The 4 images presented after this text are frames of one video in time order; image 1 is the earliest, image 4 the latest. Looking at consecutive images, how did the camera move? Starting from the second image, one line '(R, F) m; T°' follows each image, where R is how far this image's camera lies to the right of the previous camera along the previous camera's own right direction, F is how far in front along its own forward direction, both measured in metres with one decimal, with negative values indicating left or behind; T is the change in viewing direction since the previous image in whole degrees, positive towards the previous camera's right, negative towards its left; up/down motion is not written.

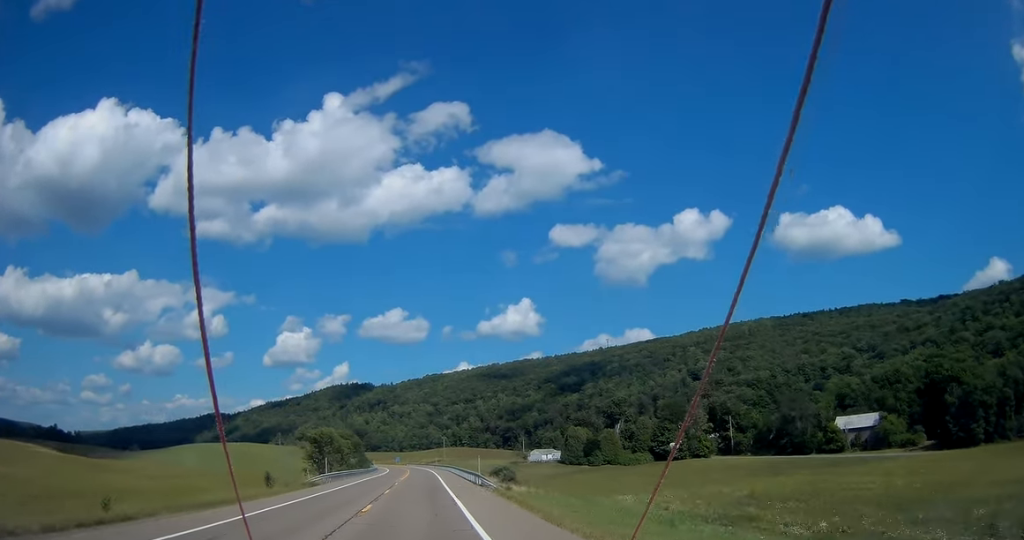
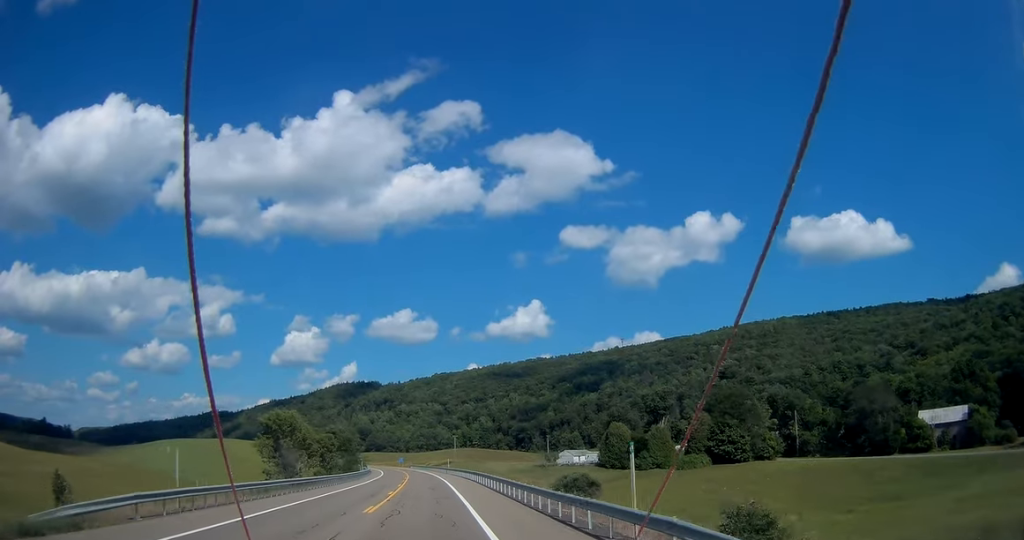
(+0.3, +36.4) m; 0°
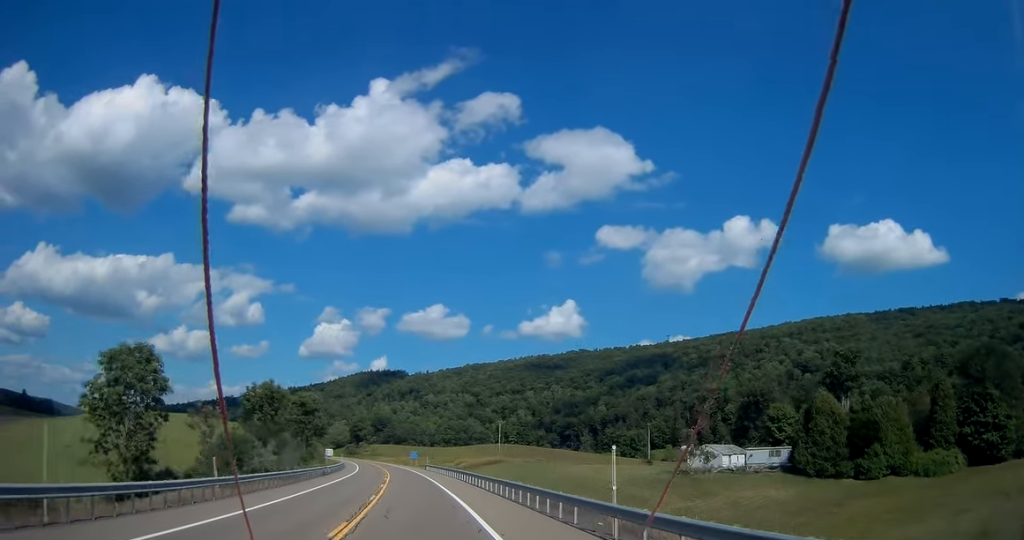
(-2.3, +81.7) m; -2°
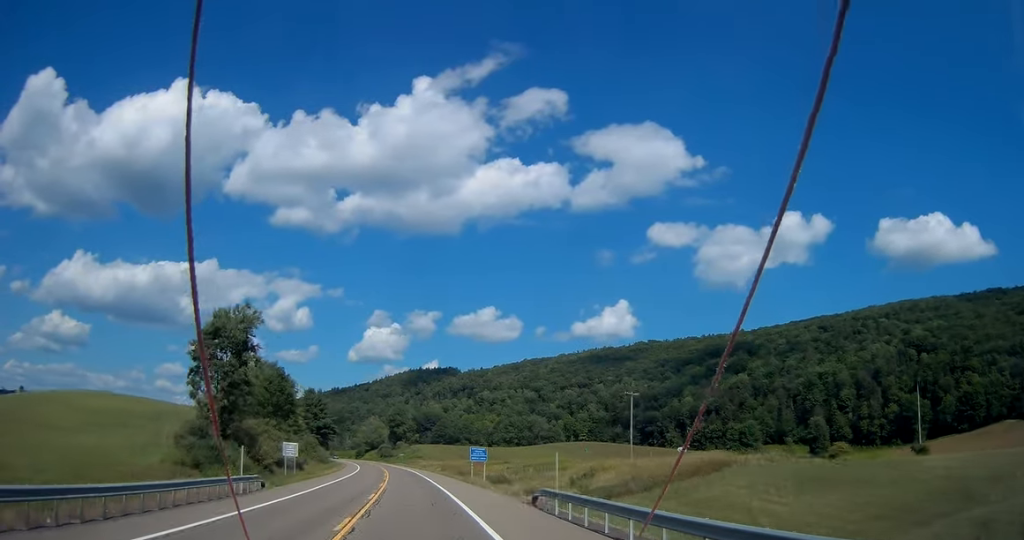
(-3.0, +72.3) m; -6°
